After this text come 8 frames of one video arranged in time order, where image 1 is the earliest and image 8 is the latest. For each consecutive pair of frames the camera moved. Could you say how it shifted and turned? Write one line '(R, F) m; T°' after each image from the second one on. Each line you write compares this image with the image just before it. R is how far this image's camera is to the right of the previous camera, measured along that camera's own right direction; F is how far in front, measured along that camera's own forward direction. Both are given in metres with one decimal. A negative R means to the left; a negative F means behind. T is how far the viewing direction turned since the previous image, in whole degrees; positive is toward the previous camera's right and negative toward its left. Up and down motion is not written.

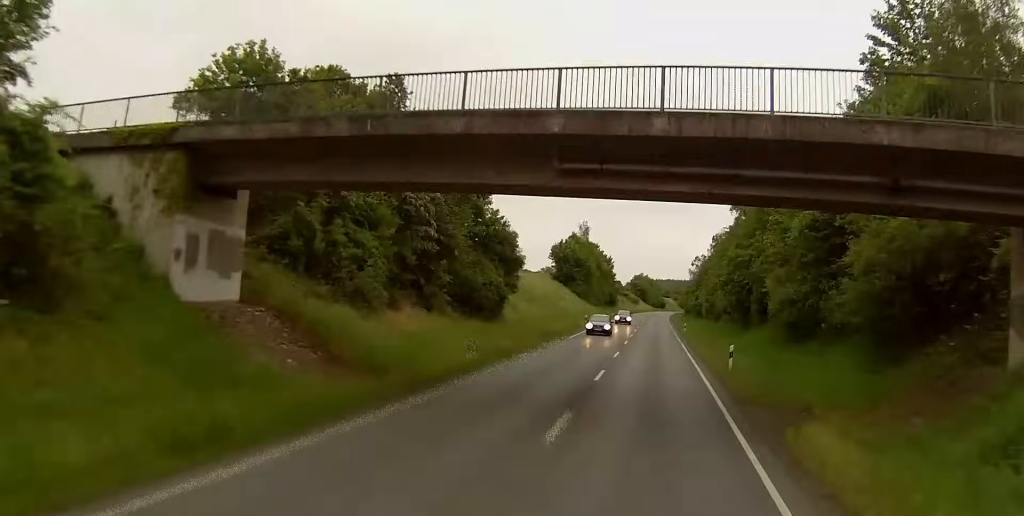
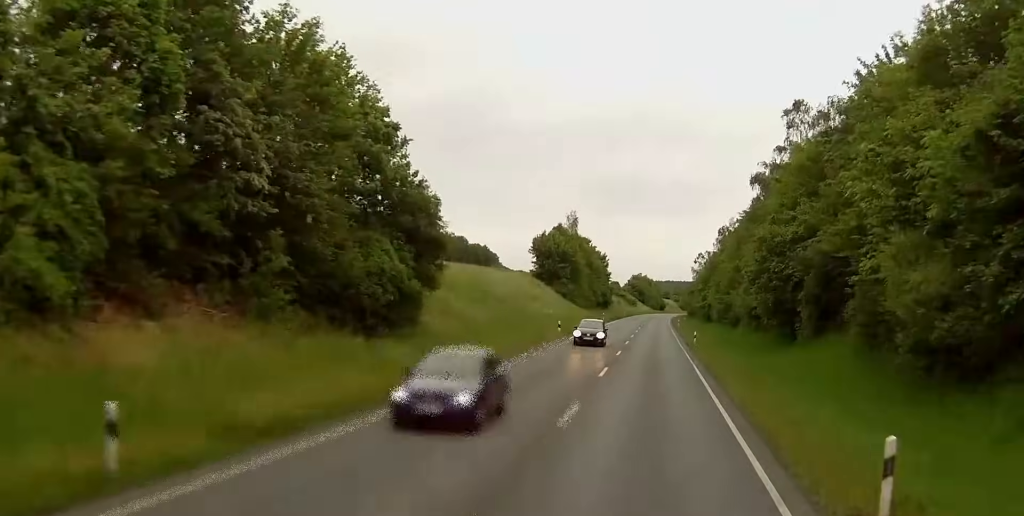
(0.0, +21.7) m; 0°
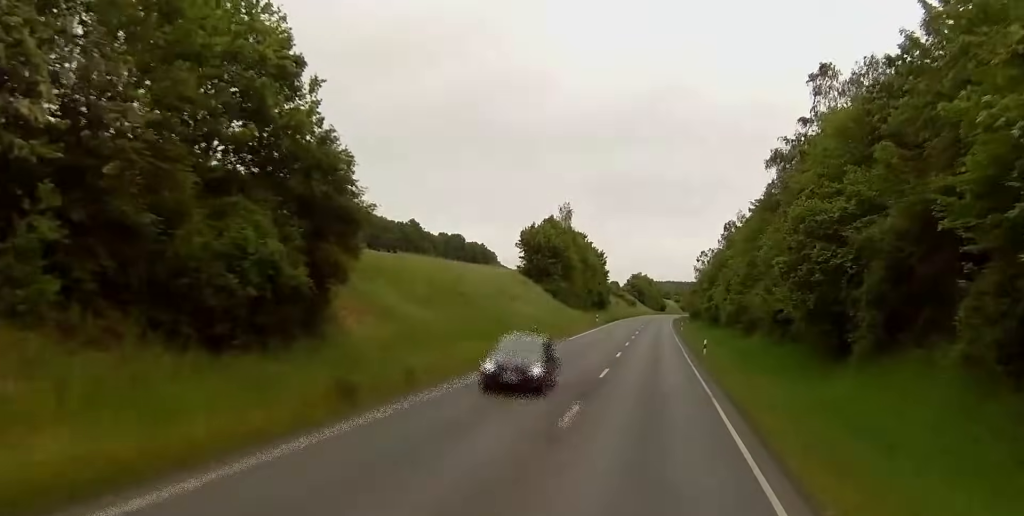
(0.0, +11.8) m; 0°
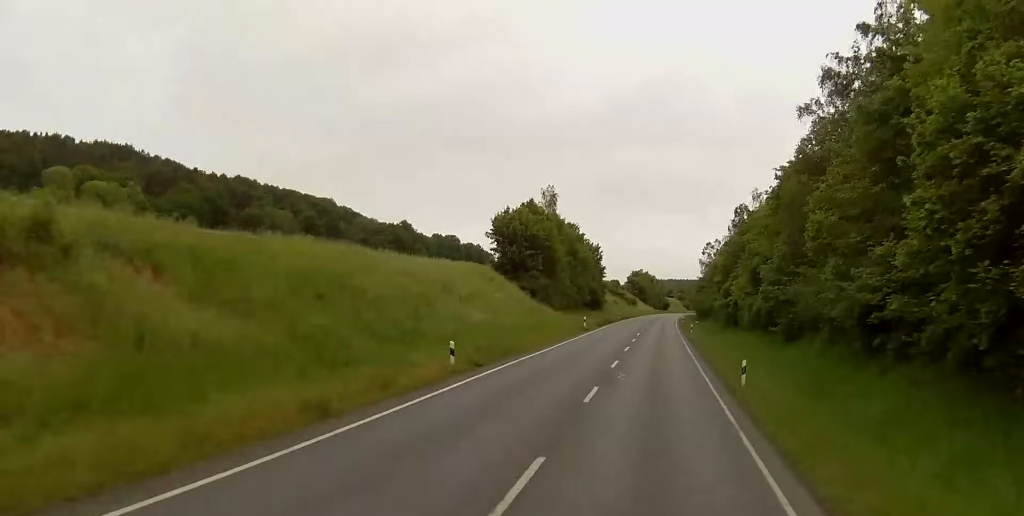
(+0.1, +19.6) m; +1°
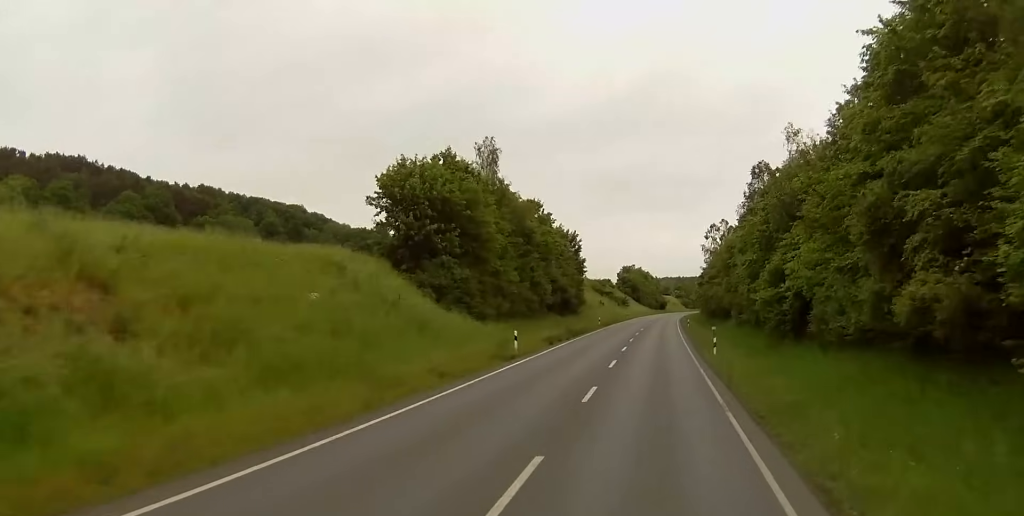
(-0.2, +35.3) m; -1°
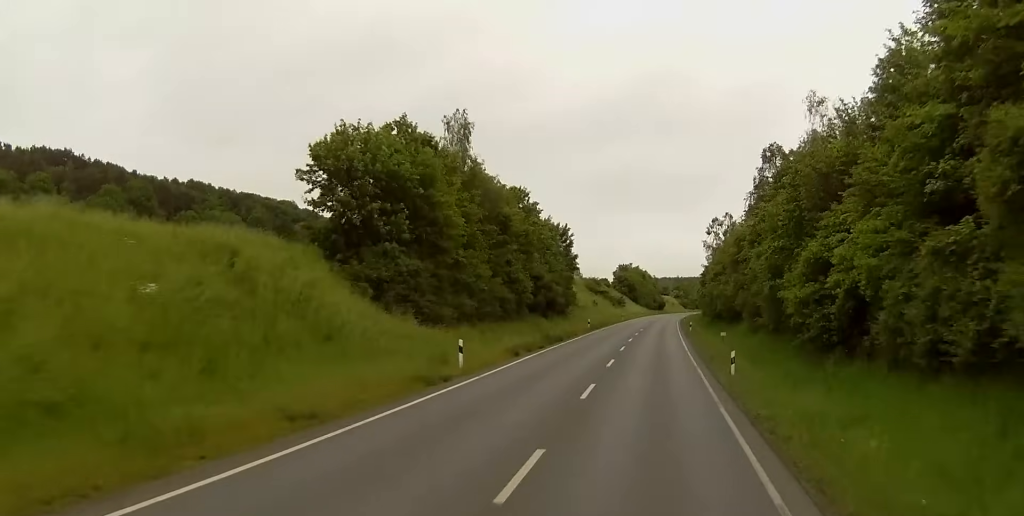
(0.0, +11.1) m; +1°
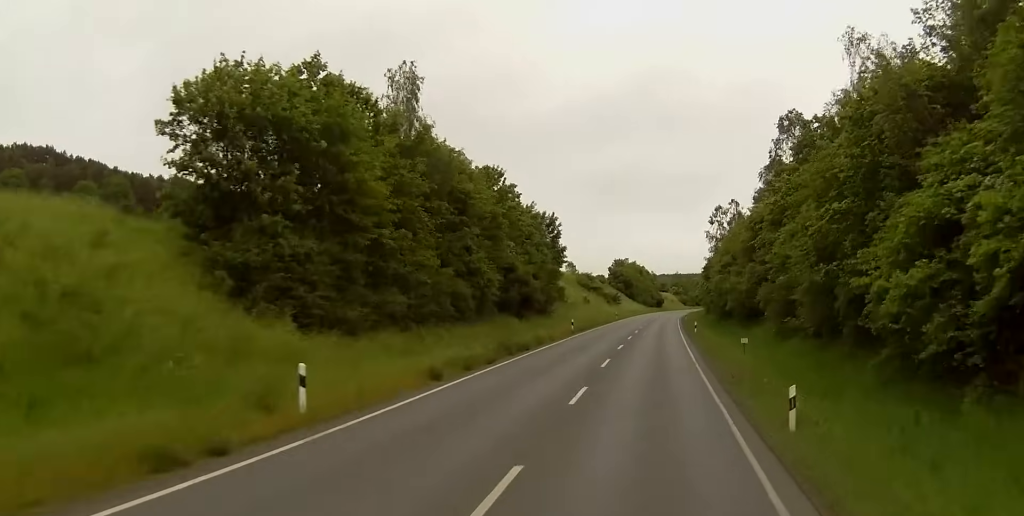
(+0.1, +13.7) m; +1°
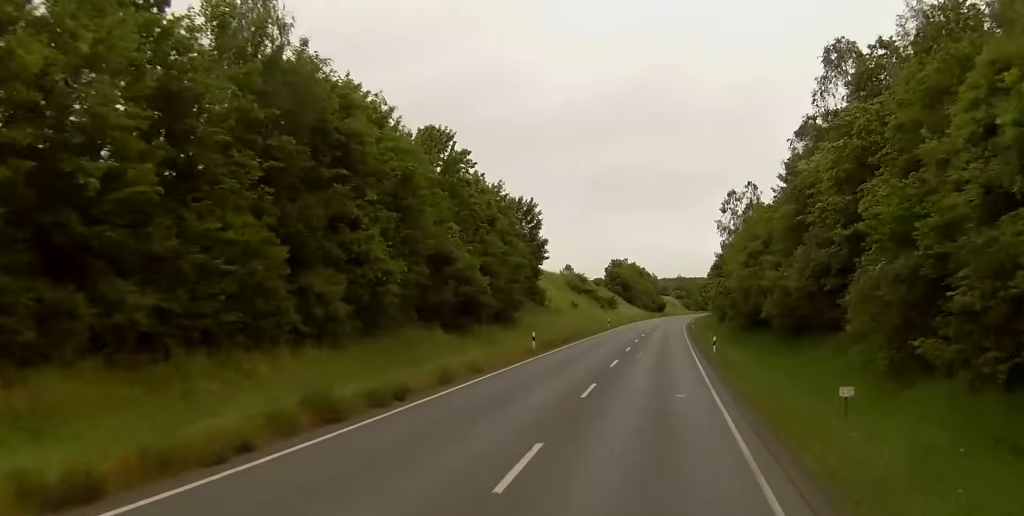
(+0.1, +20.9) m; 0°
